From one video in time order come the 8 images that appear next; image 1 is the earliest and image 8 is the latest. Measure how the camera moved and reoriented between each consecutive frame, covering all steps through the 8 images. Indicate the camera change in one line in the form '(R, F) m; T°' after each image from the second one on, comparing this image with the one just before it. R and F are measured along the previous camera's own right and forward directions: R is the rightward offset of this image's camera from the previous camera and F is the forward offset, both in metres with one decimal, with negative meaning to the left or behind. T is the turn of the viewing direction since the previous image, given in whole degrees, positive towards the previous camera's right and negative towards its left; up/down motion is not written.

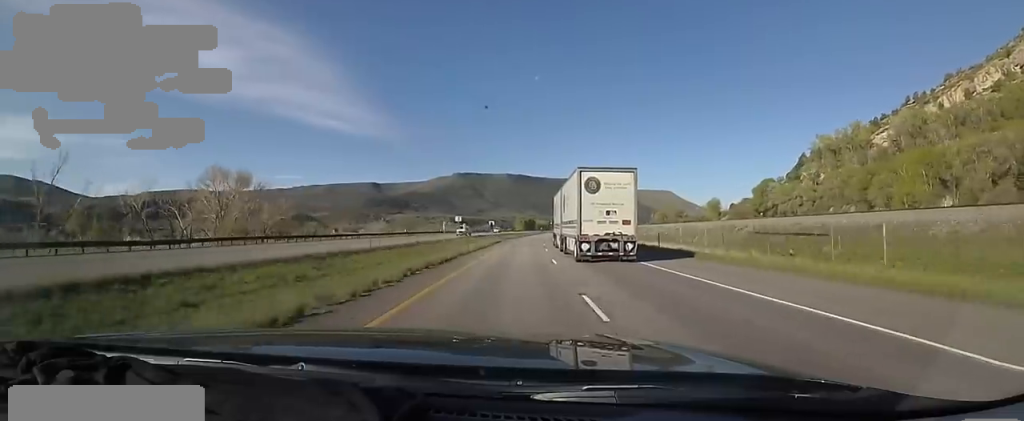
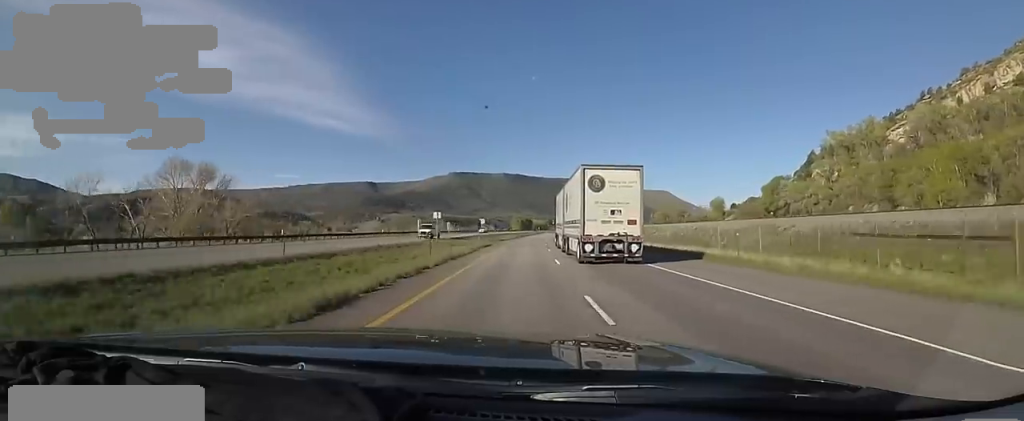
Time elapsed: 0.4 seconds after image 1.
(+0.2, +12.5) m; +1°
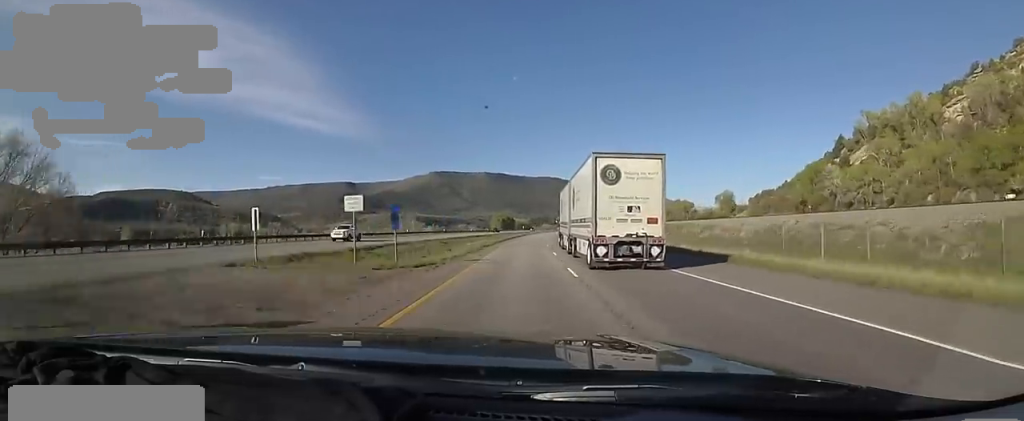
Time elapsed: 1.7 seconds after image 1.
(+1.7, +41.6) m; +4°
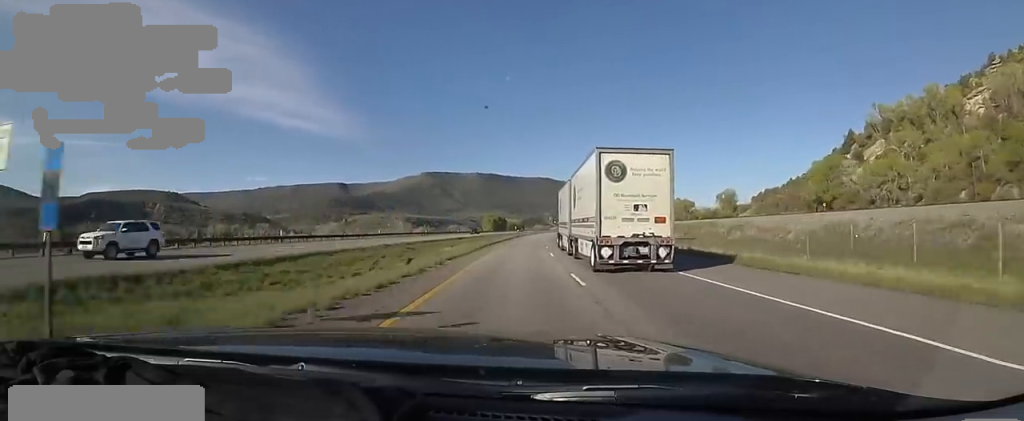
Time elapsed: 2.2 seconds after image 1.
(+0.1, +13.5) m; +1°
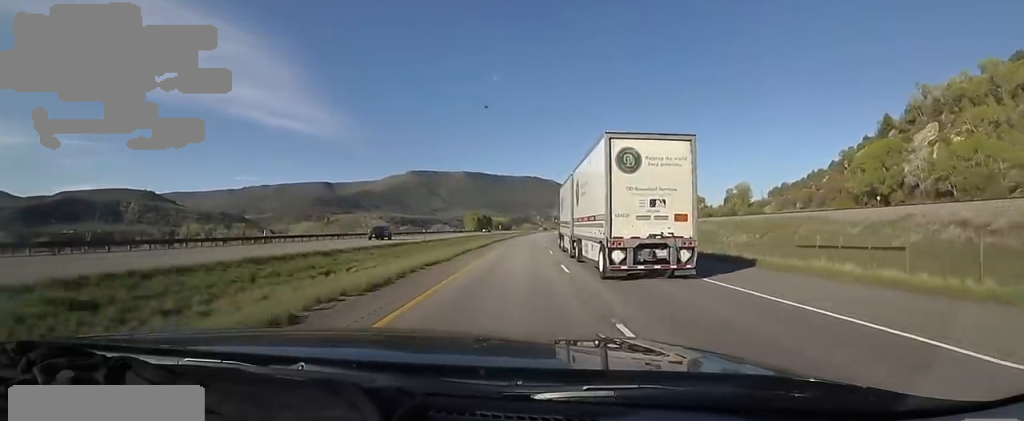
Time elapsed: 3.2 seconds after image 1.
(+0.1, +32.1) m; 0°
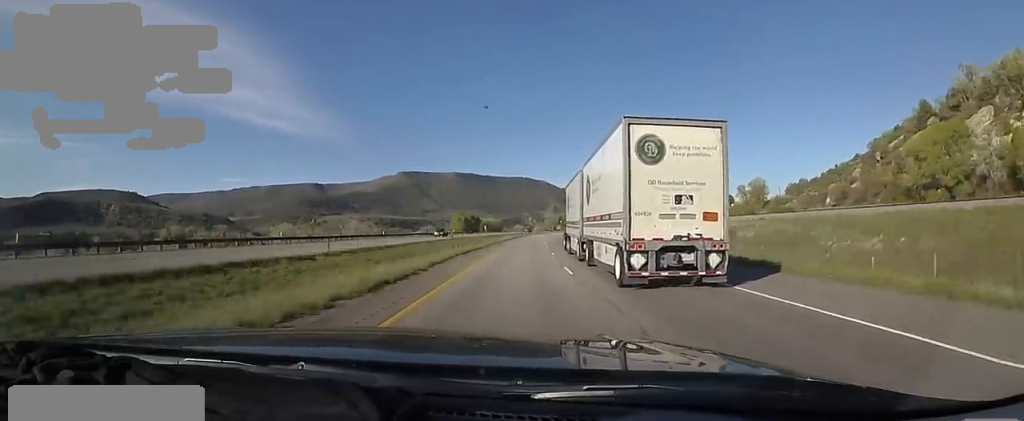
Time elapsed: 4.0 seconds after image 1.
(-0.1, +25.0) m; +1°
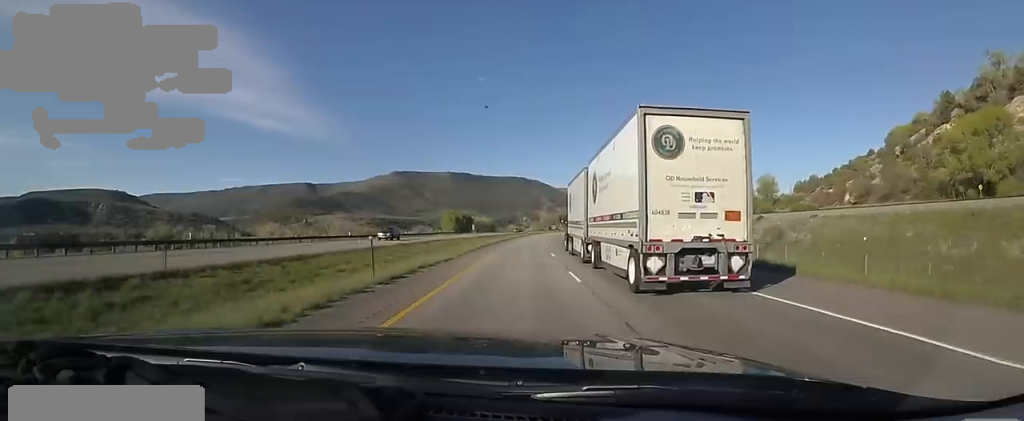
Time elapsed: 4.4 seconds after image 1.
(+0.3, +13.6) m; +1°
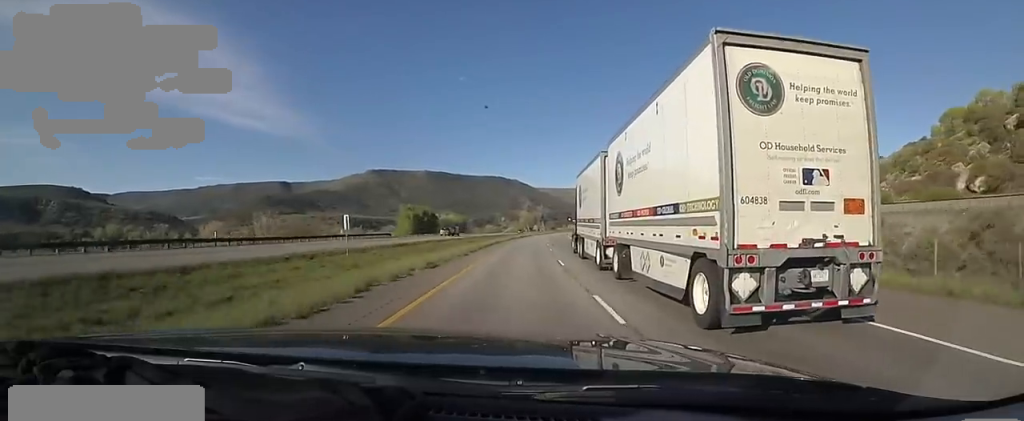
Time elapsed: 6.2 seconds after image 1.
(+2.5, +54.5) m; +4°
